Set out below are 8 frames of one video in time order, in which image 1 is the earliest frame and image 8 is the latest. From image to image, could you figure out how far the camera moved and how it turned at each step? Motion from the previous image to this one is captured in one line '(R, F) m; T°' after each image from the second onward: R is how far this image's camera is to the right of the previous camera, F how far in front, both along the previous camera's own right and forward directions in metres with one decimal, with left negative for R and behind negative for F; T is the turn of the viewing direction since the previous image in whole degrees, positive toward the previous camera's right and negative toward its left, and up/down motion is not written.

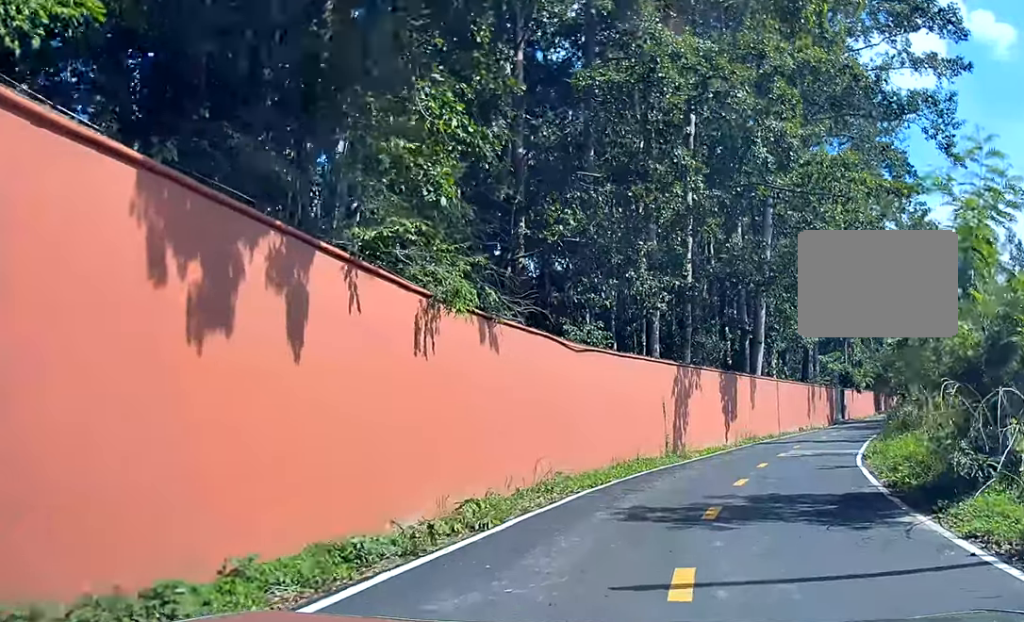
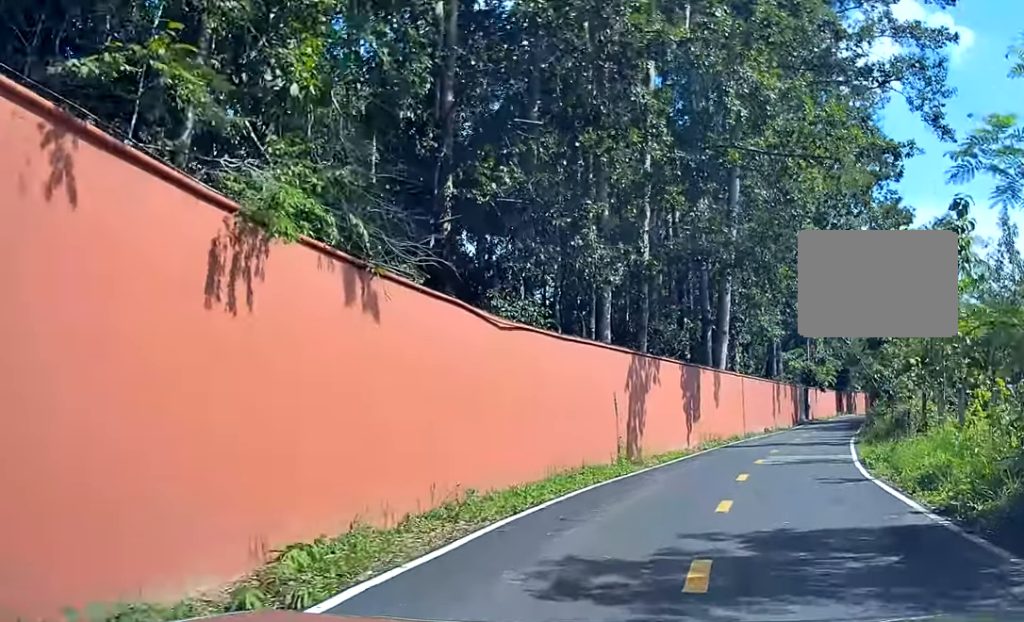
(-0.1, +3.2) m; -3°
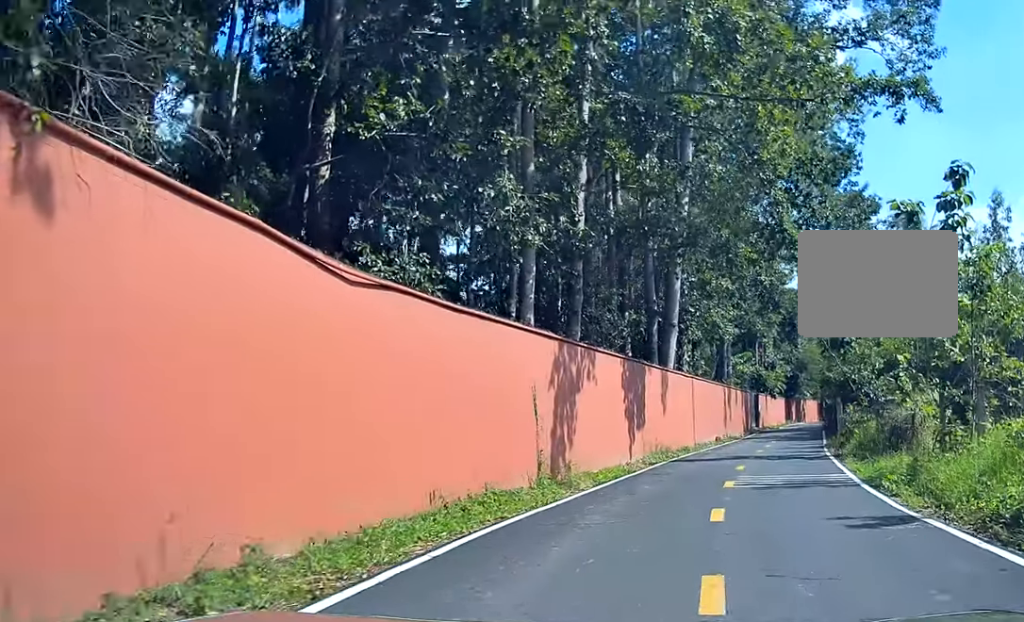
(-0.2, +4.3) m; +2°
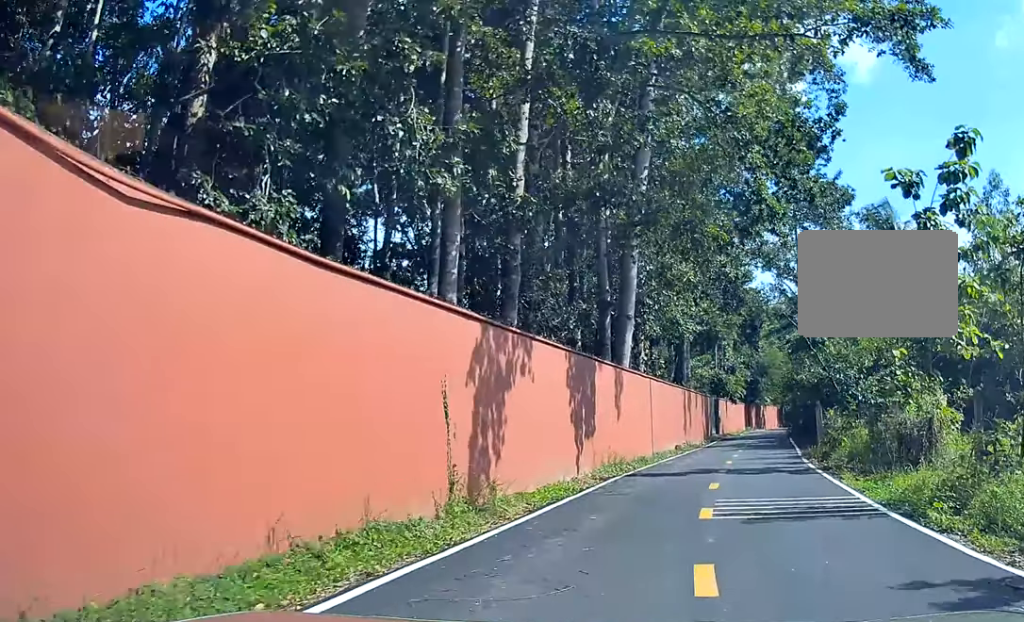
(-0.2, +2.9) m; +2°
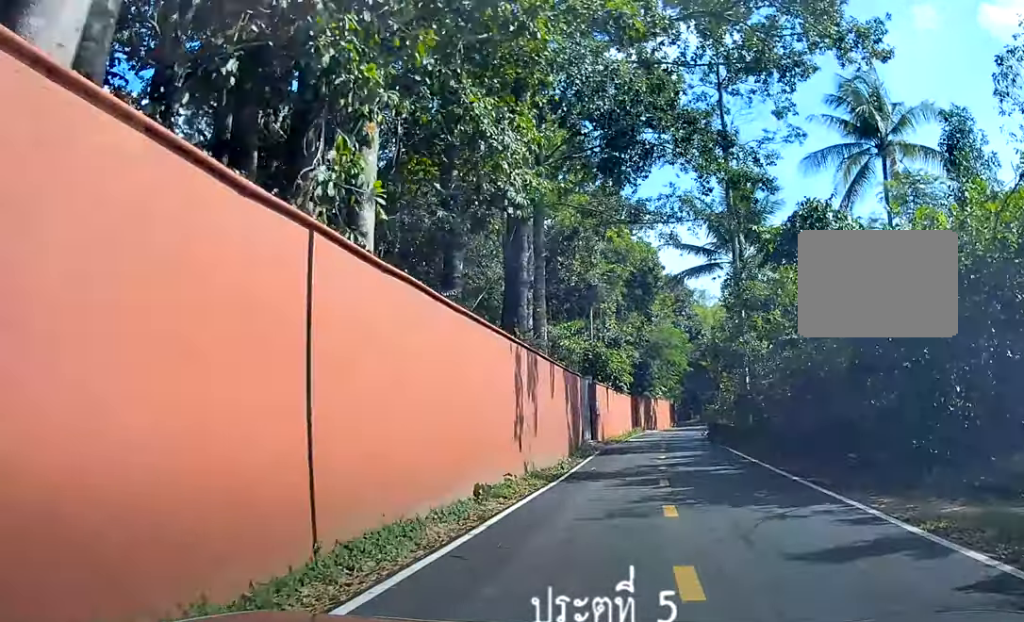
(+2.6, +18.4) m; +10°
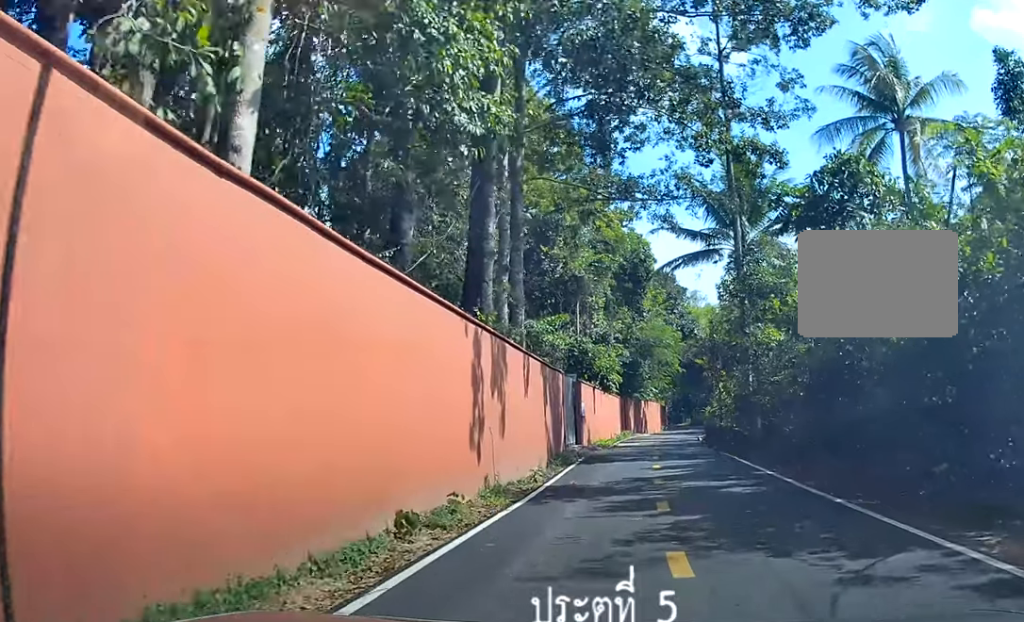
(0.0, +3.2) m; 0°
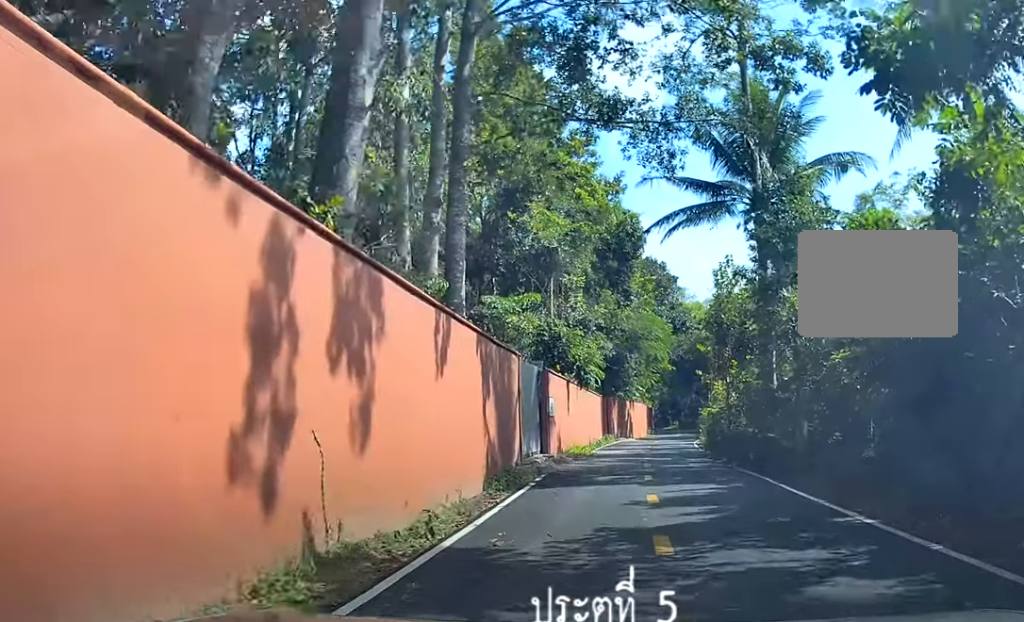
(0.0, +7.0) m; 0°
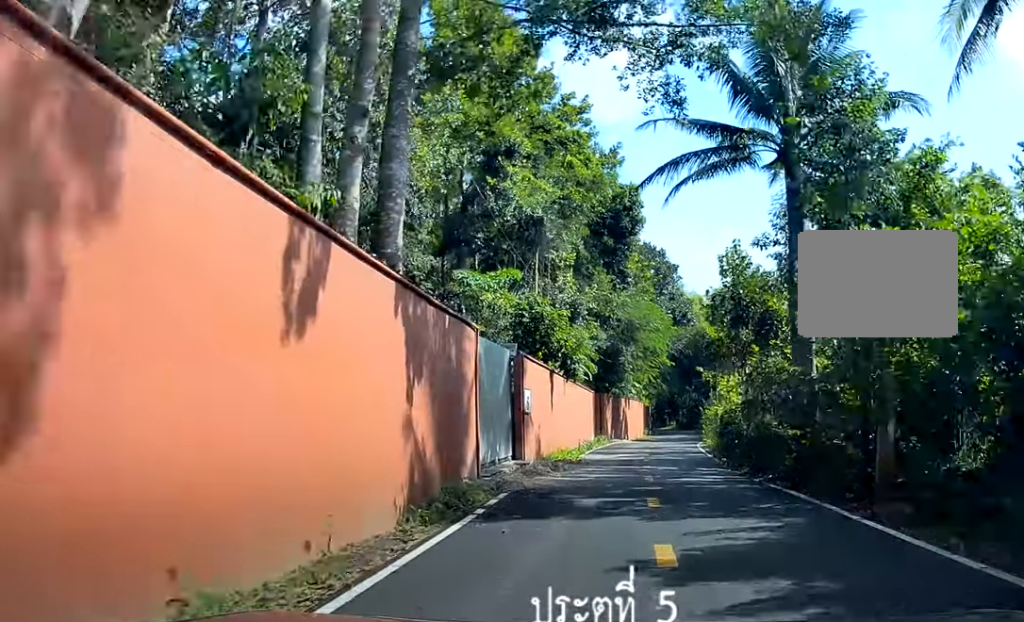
(-0.1, +4.4) m; +2°
